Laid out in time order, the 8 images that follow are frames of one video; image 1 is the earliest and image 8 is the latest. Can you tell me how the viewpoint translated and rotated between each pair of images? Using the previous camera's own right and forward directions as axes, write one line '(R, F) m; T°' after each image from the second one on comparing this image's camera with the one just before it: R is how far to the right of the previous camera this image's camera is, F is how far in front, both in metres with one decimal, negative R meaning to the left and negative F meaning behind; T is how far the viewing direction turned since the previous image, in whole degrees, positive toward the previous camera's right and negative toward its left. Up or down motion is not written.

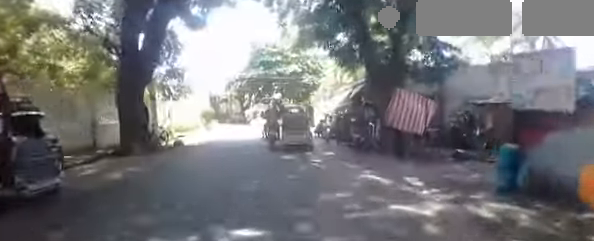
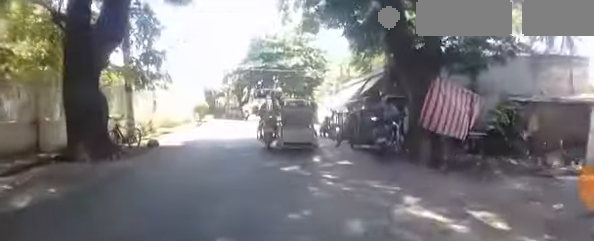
(+0.1, +2.2) m; -1°
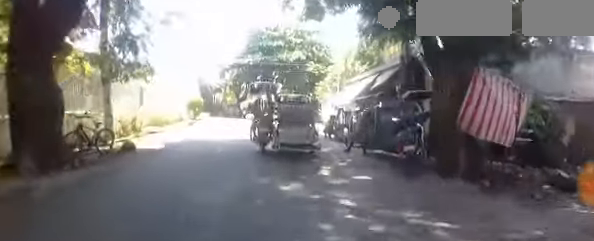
(-0.1, +1.4) m; 0°
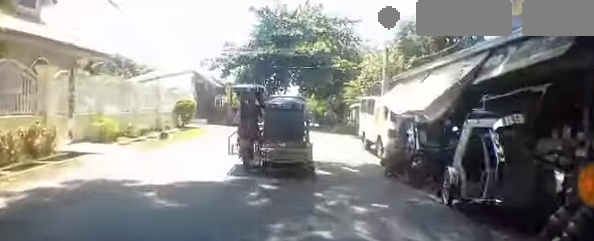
(+0.2, +6.3) m; +5°
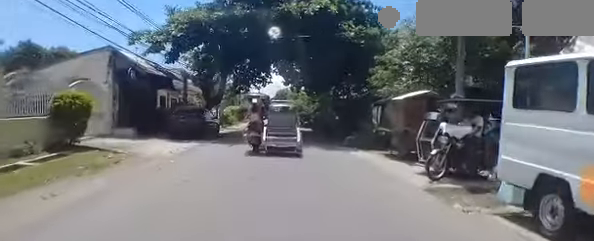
(0.0, +12.8) m; +1°
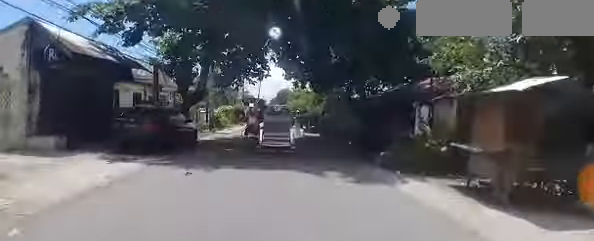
(+0.1, +6.2) m; +1°
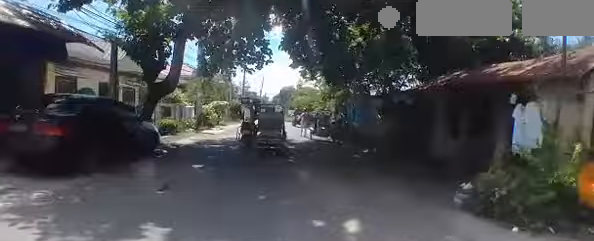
(0.0, +5.0) m; -2°
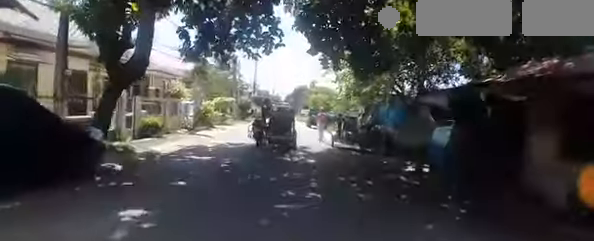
(-0.1, +4.3) m; -1°
